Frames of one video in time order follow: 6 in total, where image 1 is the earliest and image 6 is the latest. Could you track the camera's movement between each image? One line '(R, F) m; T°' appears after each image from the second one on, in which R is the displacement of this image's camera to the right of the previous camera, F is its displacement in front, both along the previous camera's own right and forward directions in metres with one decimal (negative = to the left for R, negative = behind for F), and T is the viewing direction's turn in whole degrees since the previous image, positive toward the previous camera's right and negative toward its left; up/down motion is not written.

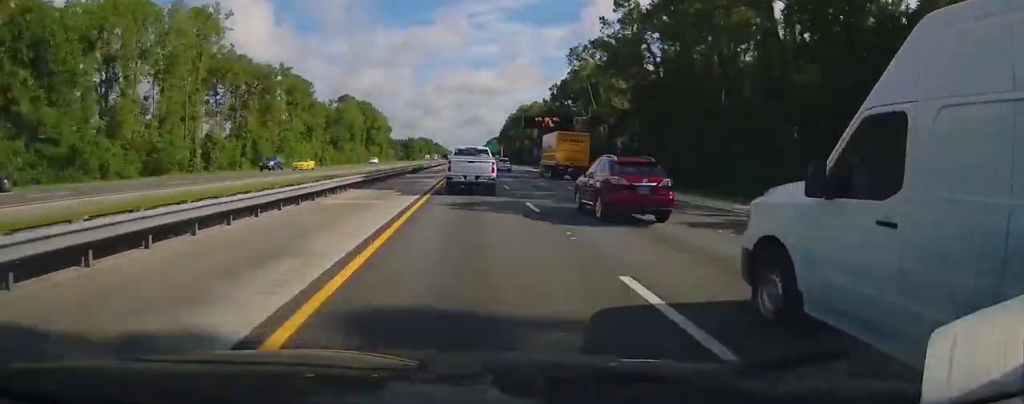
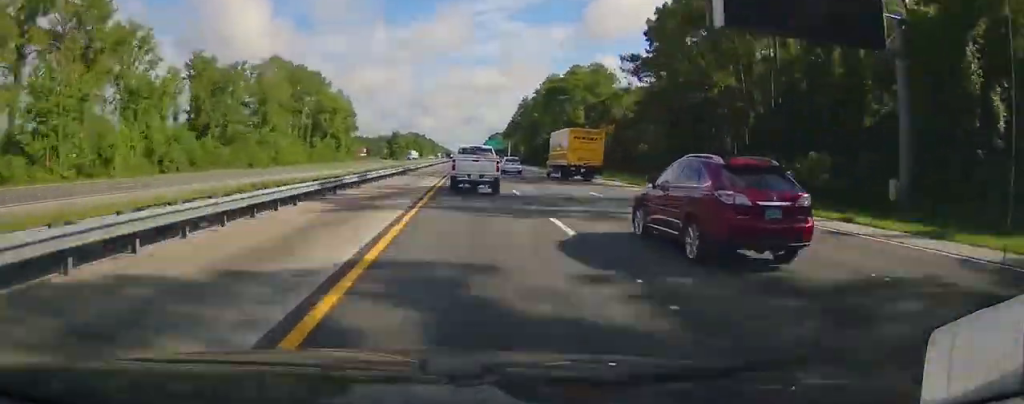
(+0.1, +67.1) m; 0°
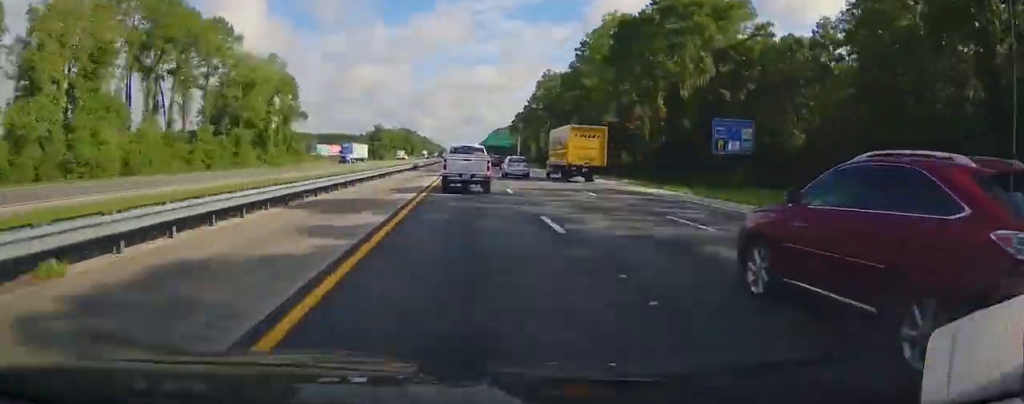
(+0.5, +54.9) m; 0°
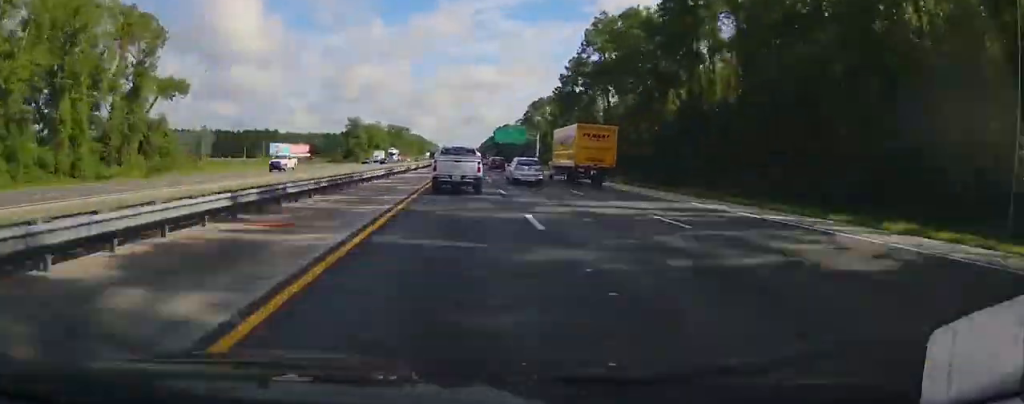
(+0.3, +55.4) m; 0°
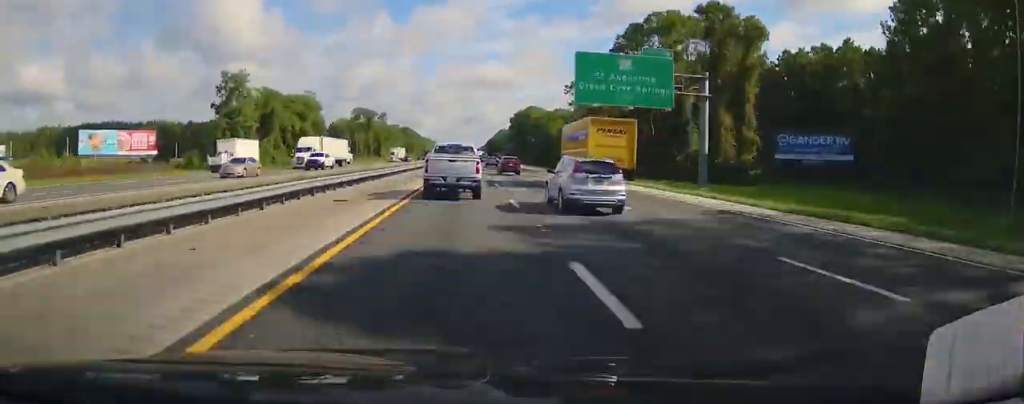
(-0.8, +109.9) m; -1°
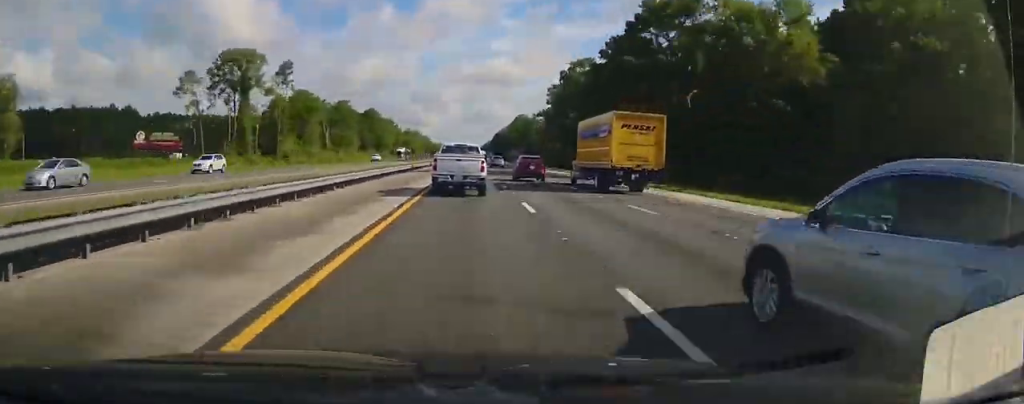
(-0.7, +132.7) m; 0°
